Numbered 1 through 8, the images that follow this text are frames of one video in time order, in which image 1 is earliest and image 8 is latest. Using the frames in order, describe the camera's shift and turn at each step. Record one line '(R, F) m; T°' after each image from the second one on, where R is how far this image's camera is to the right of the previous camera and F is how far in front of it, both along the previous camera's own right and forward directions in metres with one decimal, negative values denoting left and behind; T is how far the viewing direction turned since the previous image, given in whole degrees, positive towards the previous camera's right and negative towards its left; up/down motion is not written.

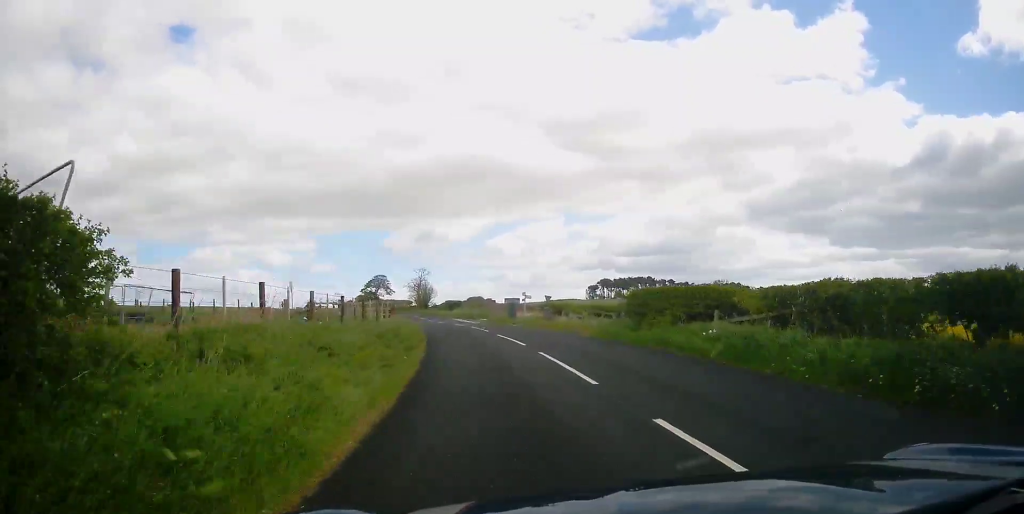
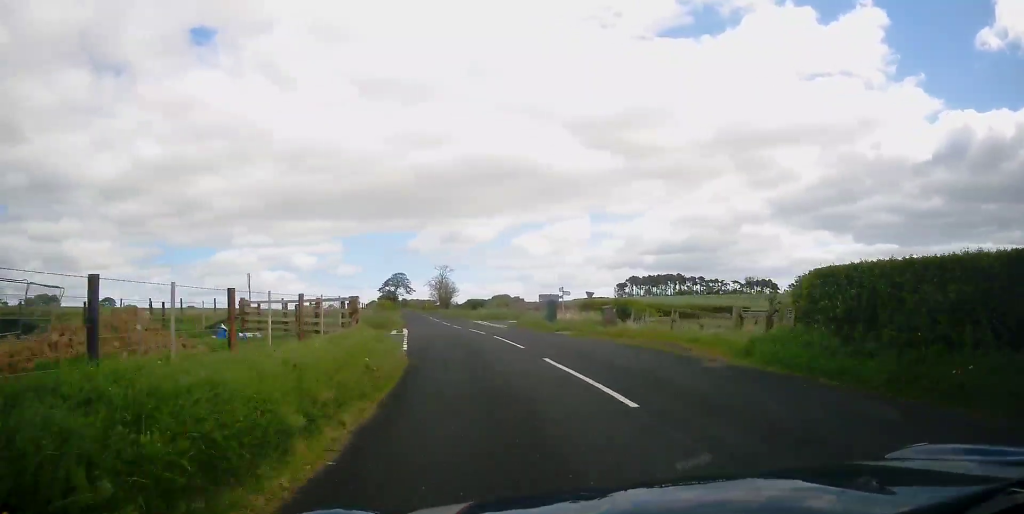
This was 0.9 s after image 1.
(+0.1, +11.0) m; 0°
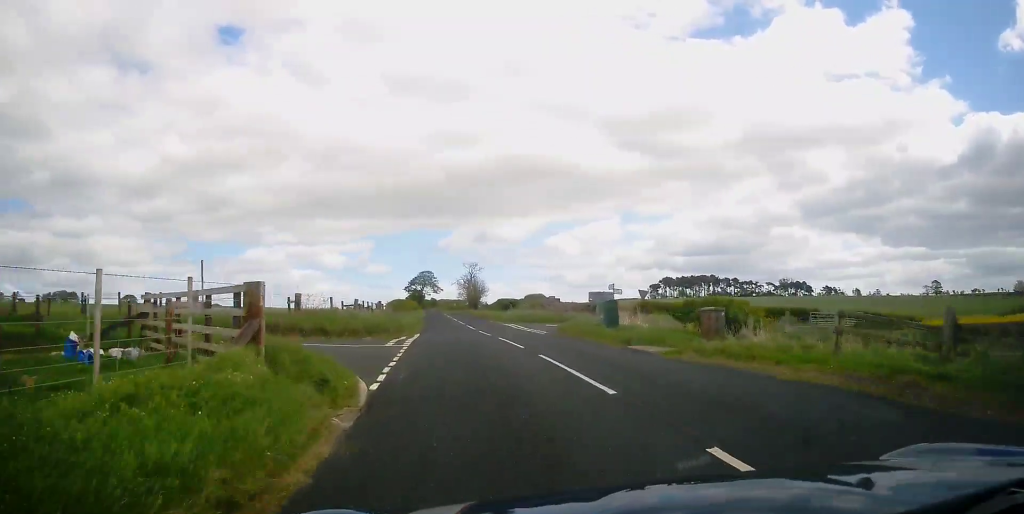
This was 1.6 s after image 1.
(0.0, +8.4) m; -2°
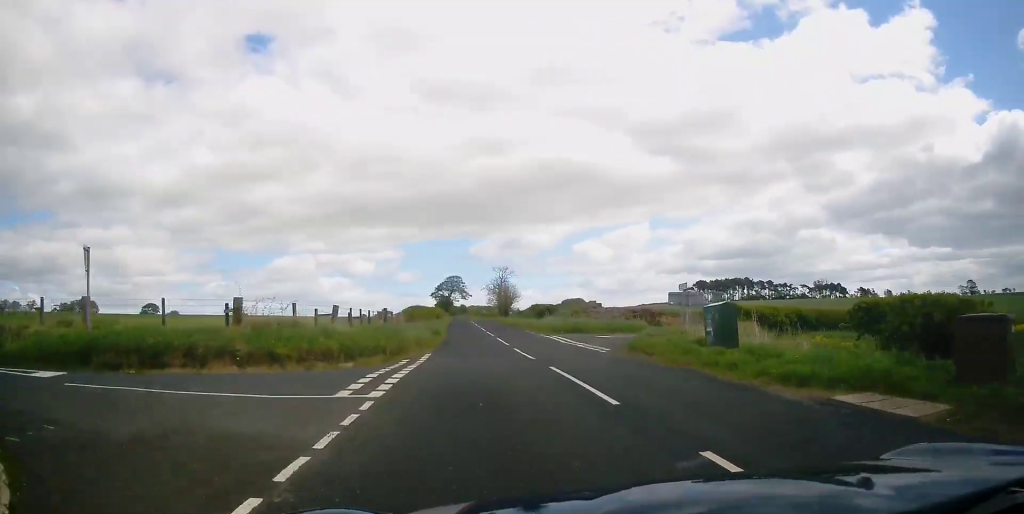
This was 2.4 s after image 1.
(-0.1, +8.8) m; -3°
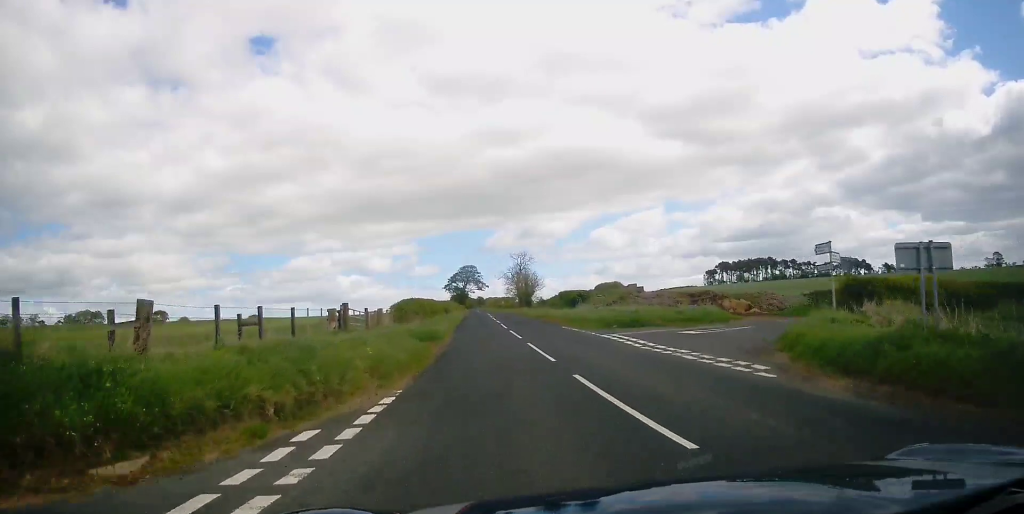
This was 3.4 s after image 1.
(-0.6, +11.9) m; -4°
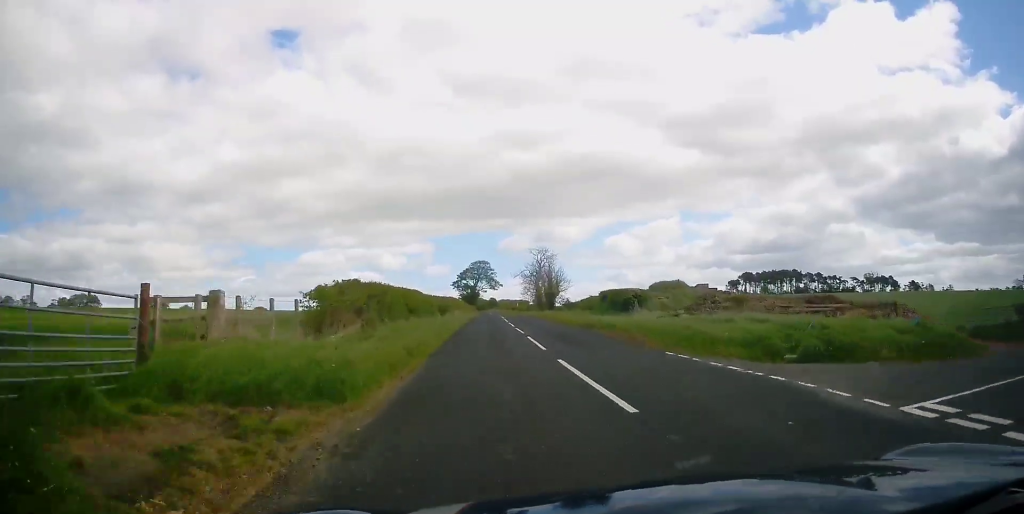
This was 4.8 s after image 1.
(-0.6, +15.8) m; -2°
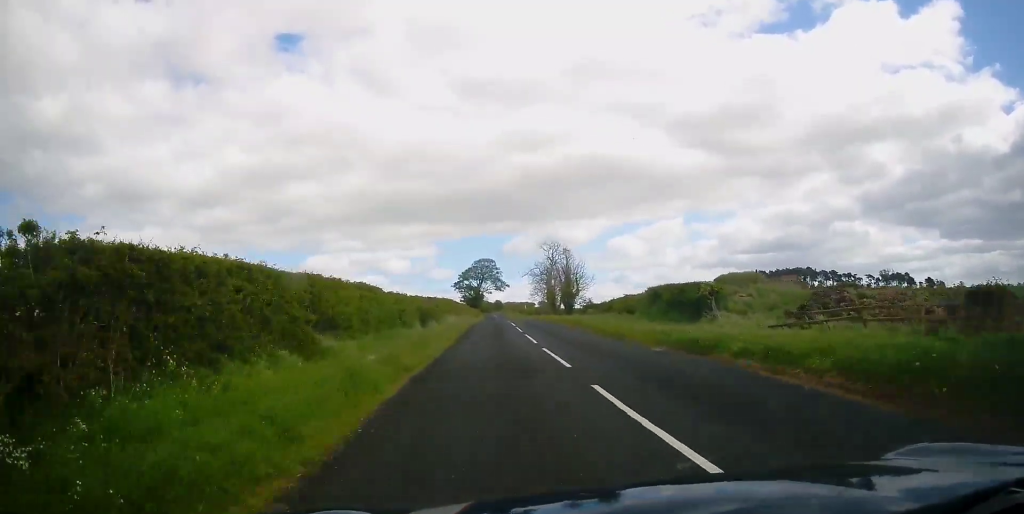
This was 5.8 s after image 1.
(+0.1, +12.2) m; 0°
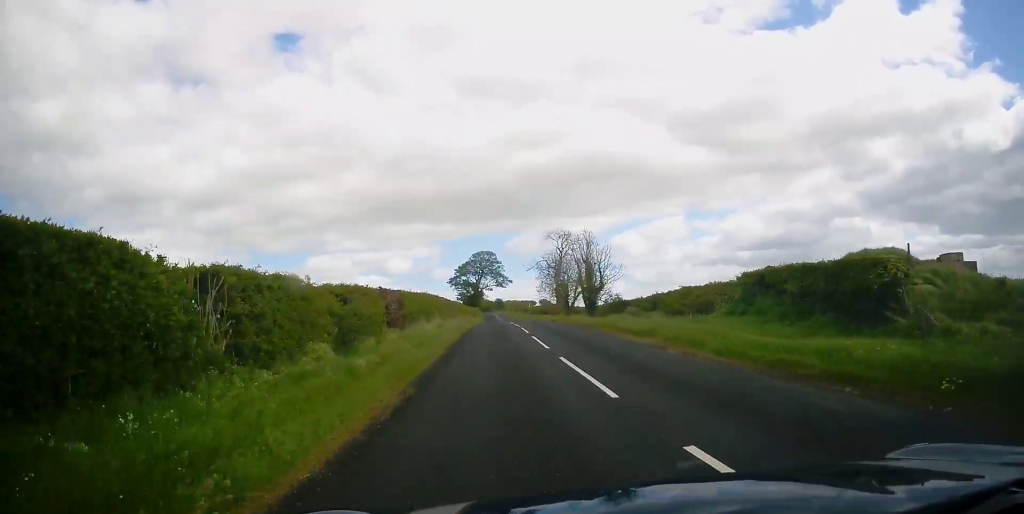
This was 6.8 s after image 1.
(-0.1, +12.7) m; -1°
